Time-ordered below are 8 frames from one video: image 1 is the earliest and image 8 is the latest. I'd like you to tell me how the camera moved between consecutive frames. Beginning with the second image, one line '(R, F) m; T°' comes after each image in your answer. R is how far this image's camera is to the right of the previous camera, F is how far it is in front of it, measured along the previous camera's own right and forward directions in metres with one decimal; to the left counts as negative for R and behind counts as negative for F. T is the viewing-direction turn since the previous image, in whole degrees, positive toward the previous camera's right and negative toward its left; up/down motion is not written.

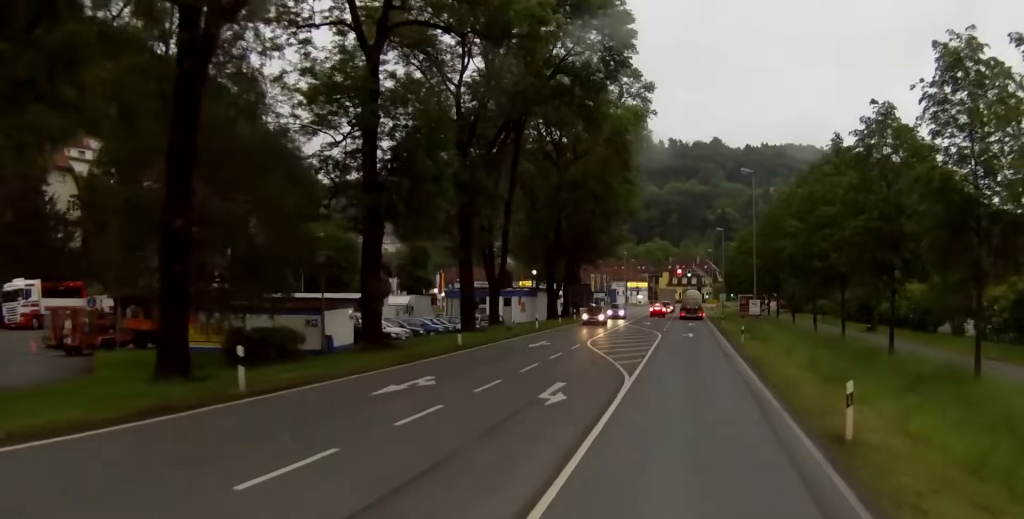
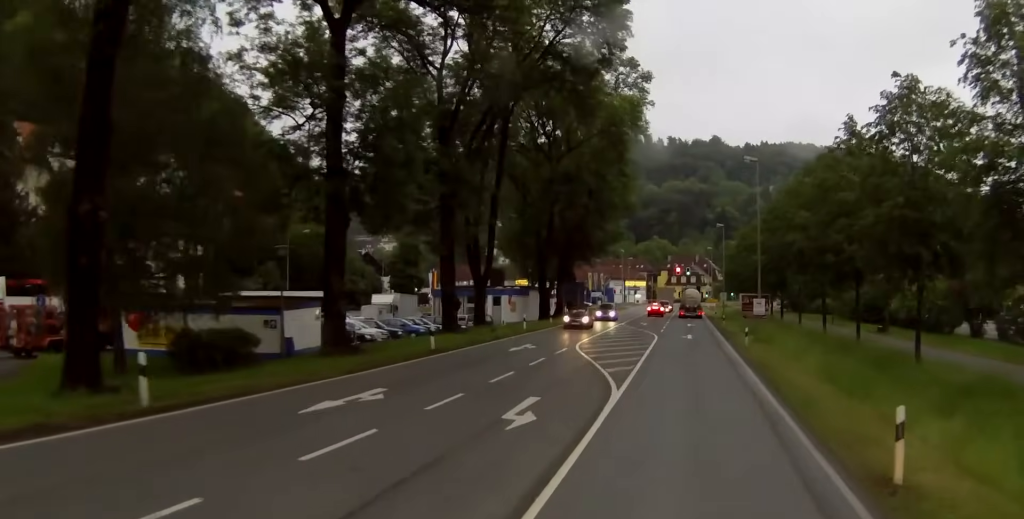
(0.0, +3.9) m; 0°
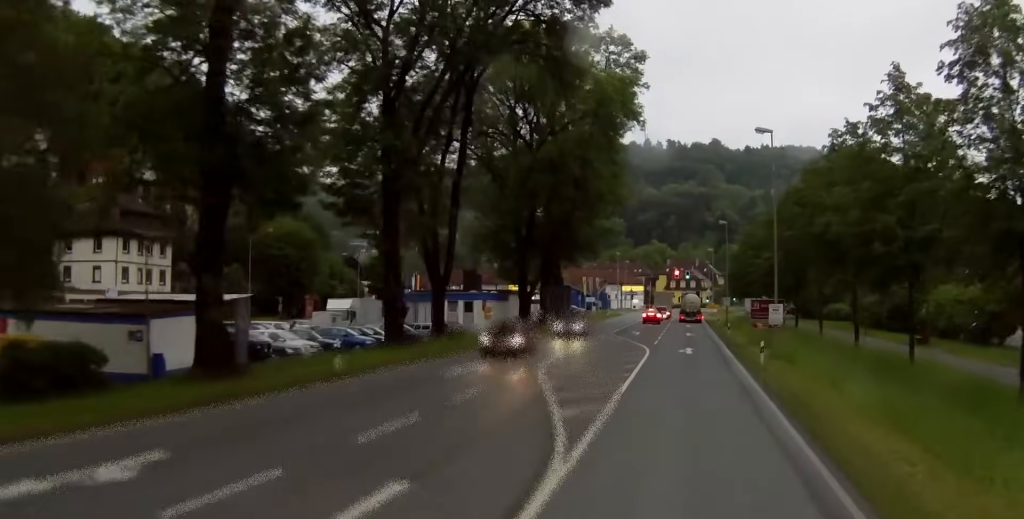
(0.0, +9.4) m; 0°
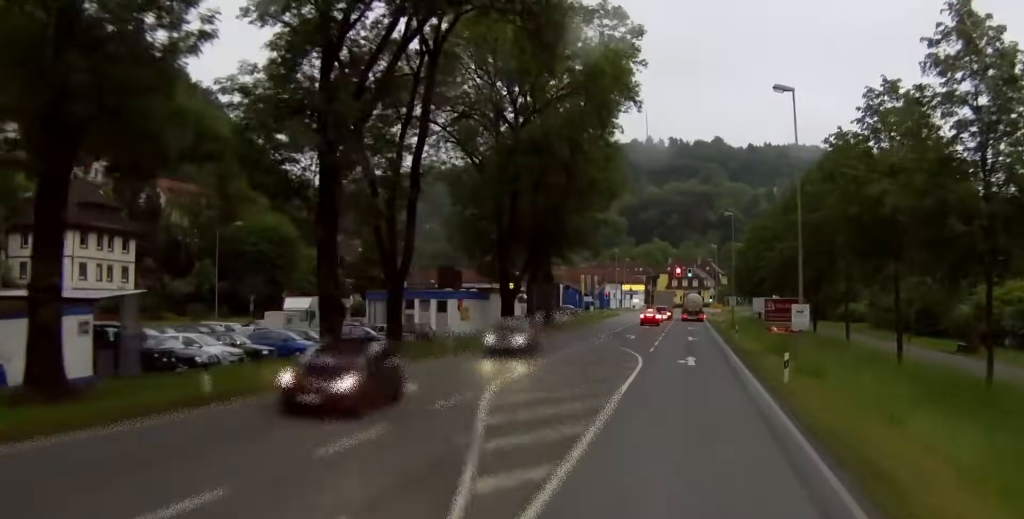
(0.0, +7.5) m; -1°
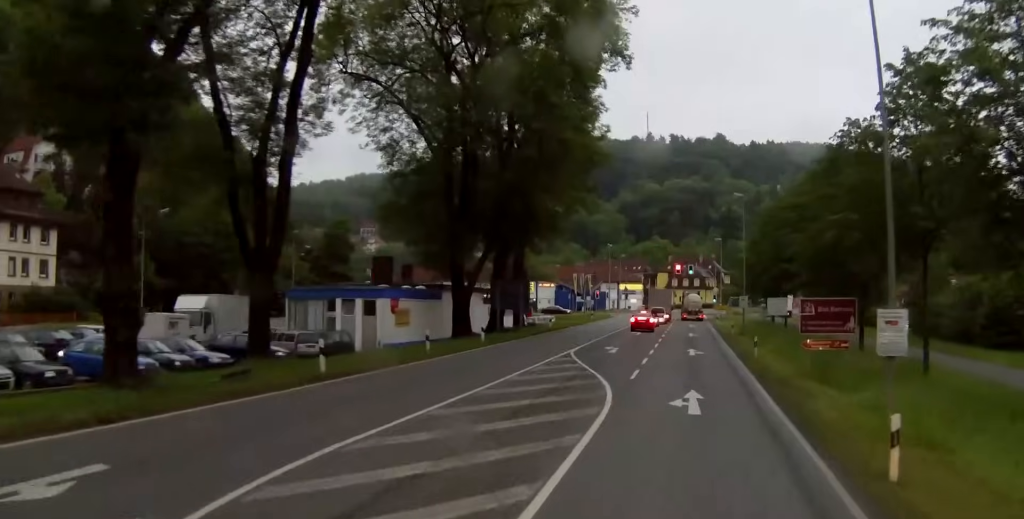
(-0.2, +13.7) m; -1°
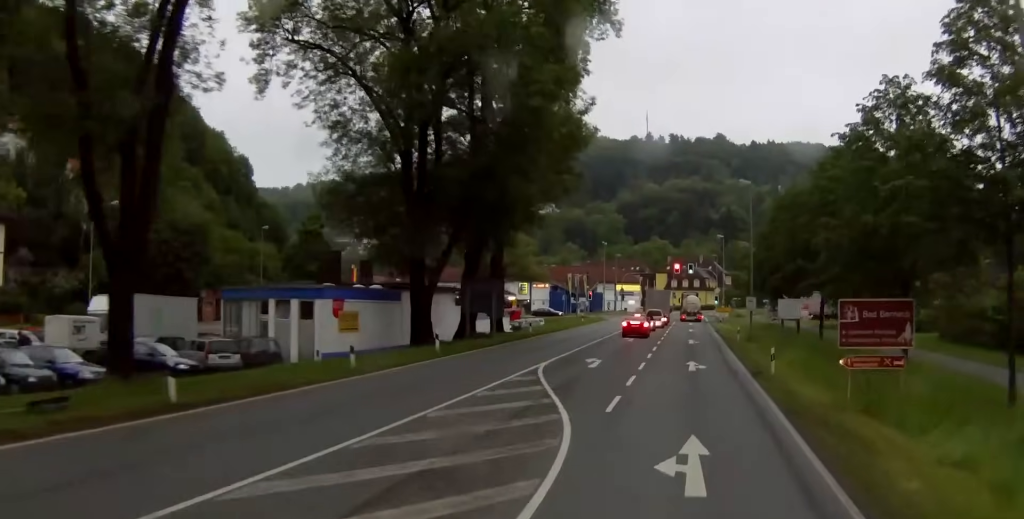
(0.0, +7.8) m; 0°
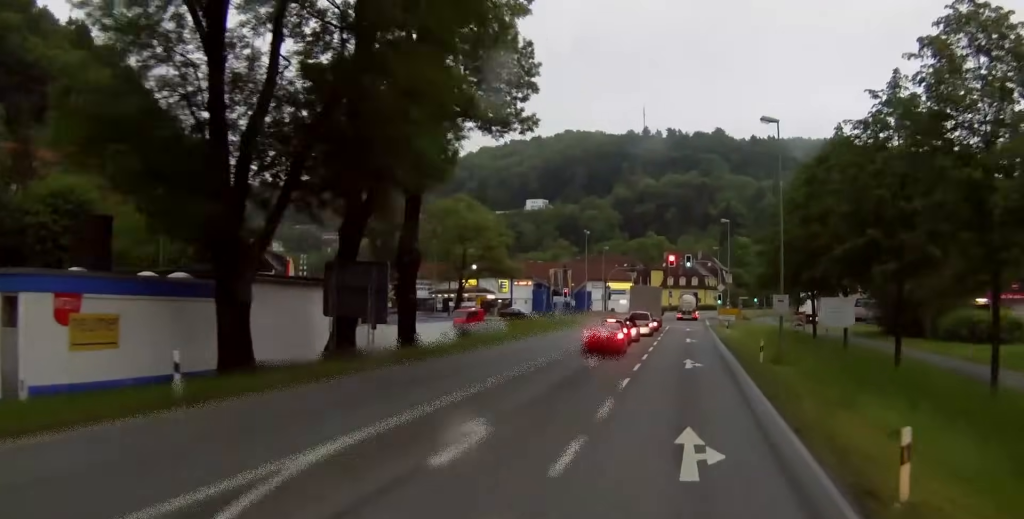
(0.0, +18.8) m; 0°
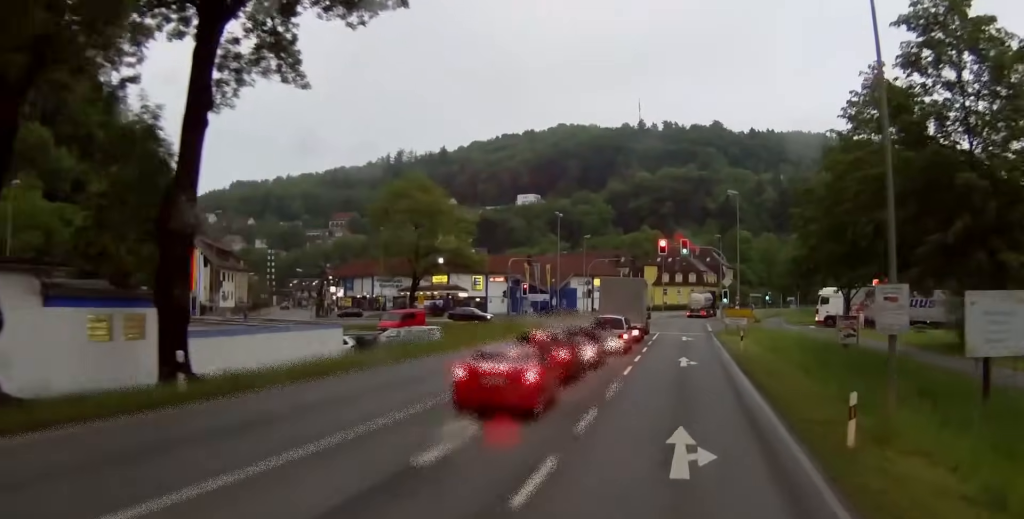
(0.0, +19.6) m; 0°
